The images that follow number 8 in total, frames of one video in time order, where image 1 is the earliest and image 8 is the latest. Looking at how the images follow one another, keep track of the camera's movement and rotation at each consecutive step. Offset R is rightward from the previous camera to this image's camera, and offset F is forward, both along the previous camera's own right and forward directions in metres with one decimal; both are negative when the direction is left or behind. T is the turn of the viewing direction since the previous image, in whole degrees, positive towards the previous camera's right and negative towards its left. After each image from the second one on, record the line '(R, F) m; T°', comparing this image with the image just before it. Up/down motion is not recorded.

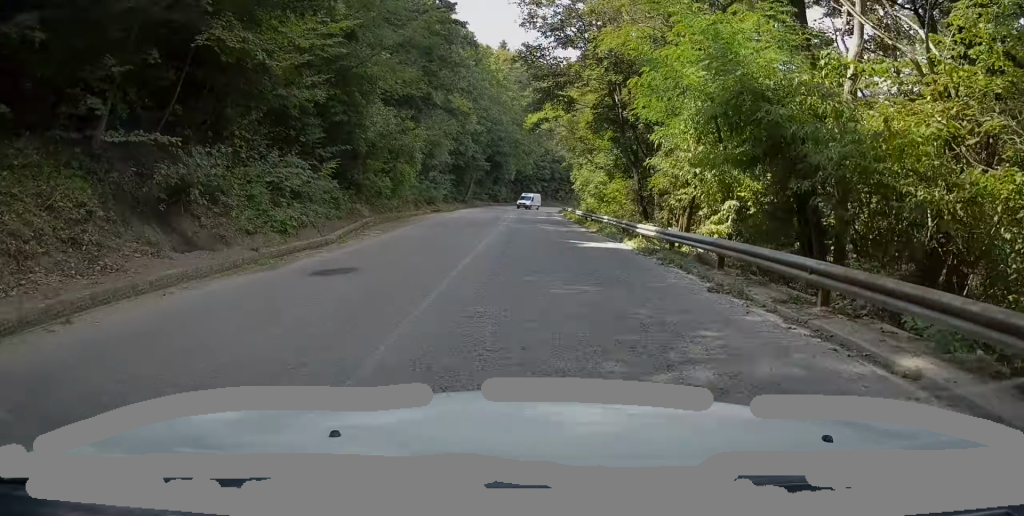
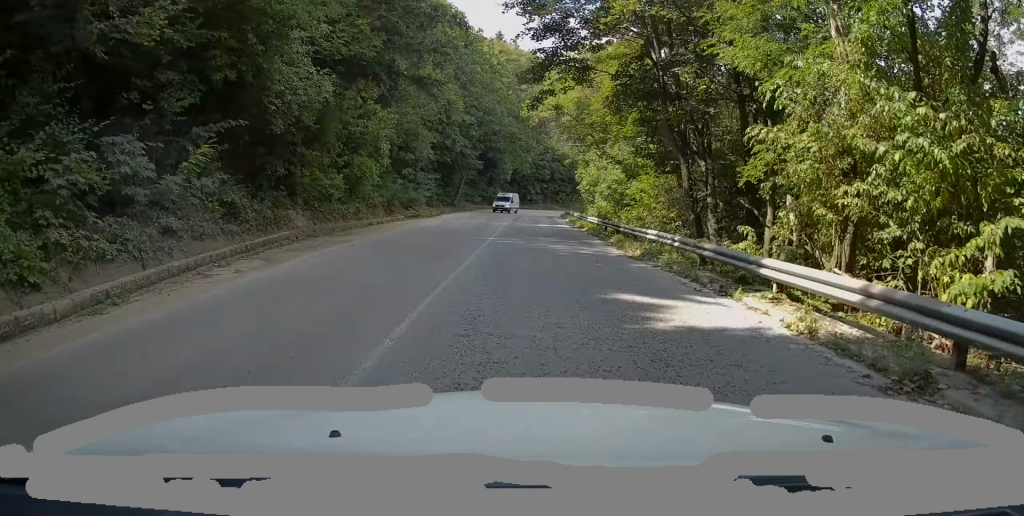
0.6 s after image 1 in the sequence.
(-0.2, +10.1) m; +2°
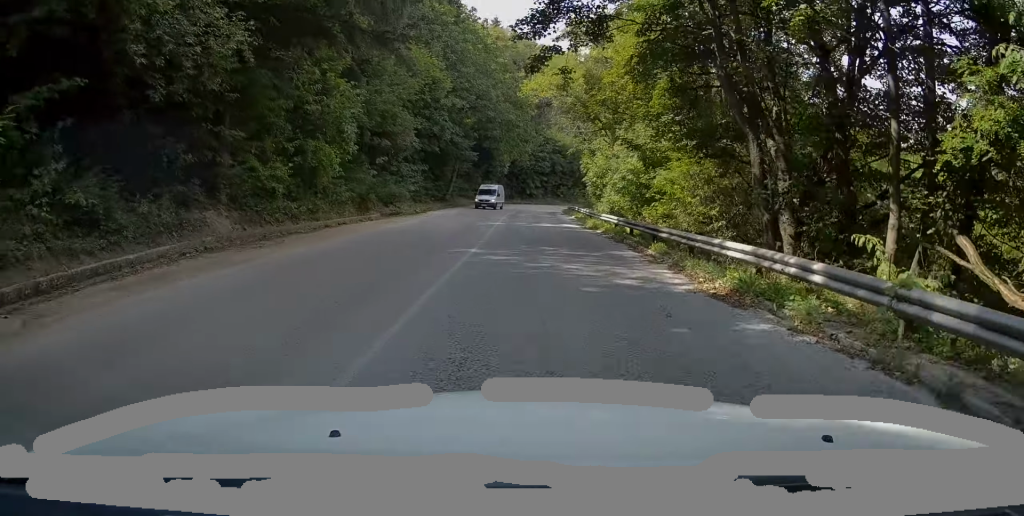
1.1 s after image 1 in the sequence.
(-0.2, +6.9) m; +2°
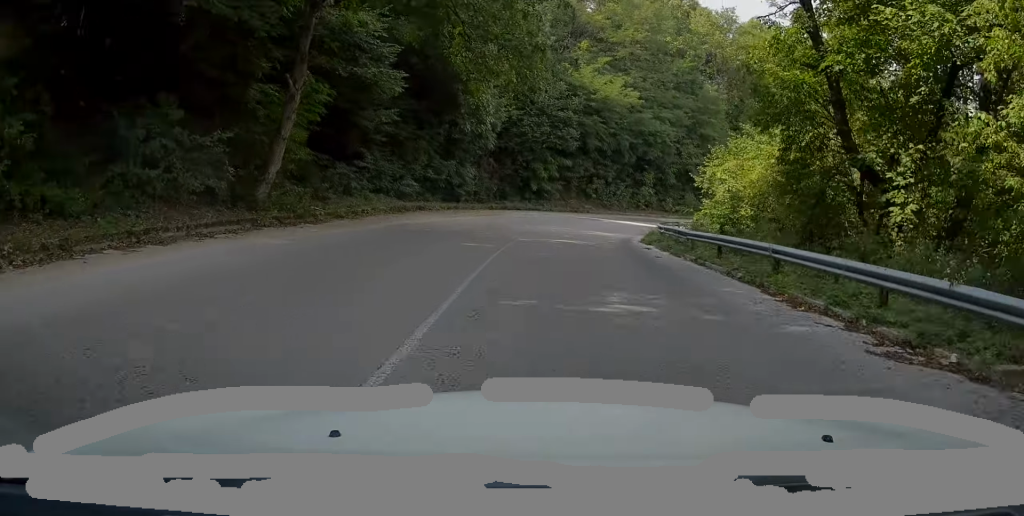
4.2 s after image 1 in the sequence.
(+1.4, +49.1) m; +1°
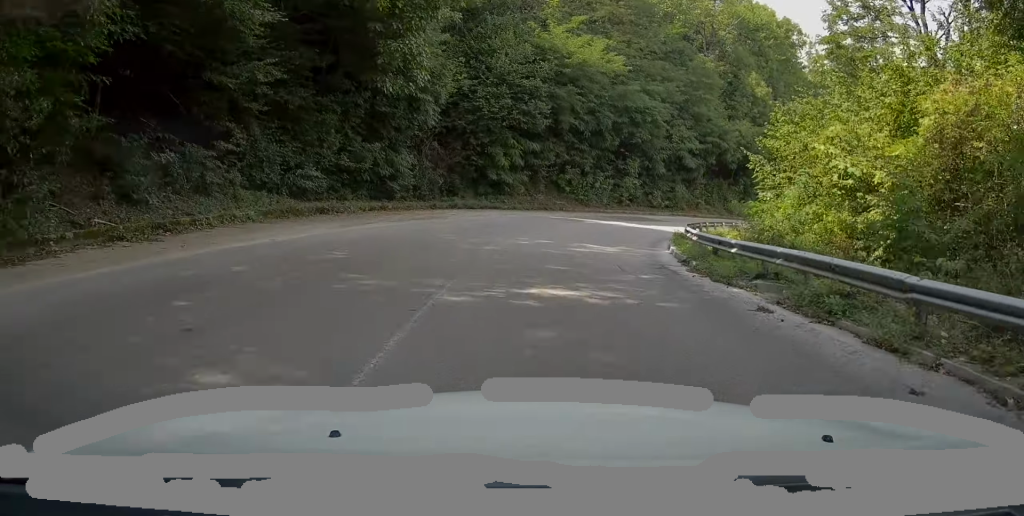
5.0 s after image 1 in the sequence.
(+0.1, +12.4) m; +5°
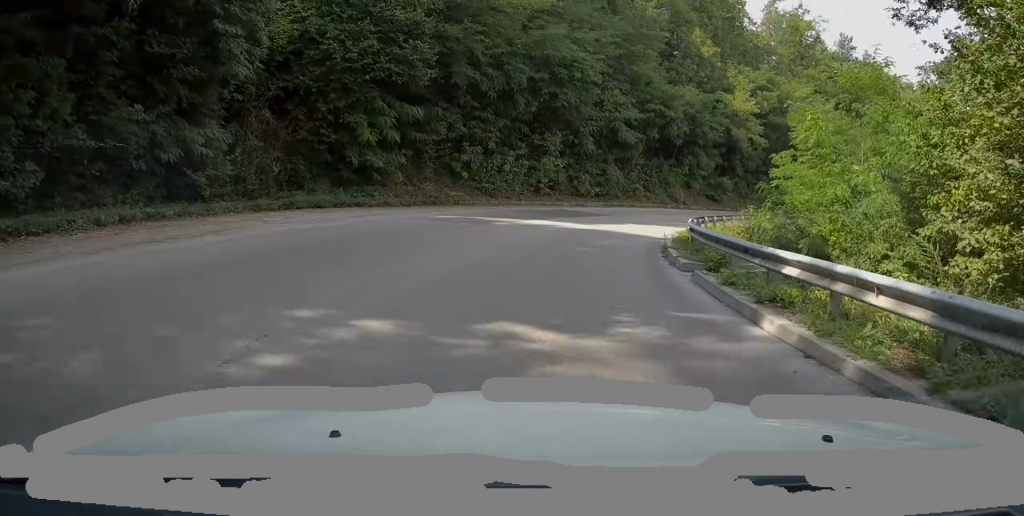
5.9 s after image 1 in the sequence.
(+1.1, +13.5) m; +9°
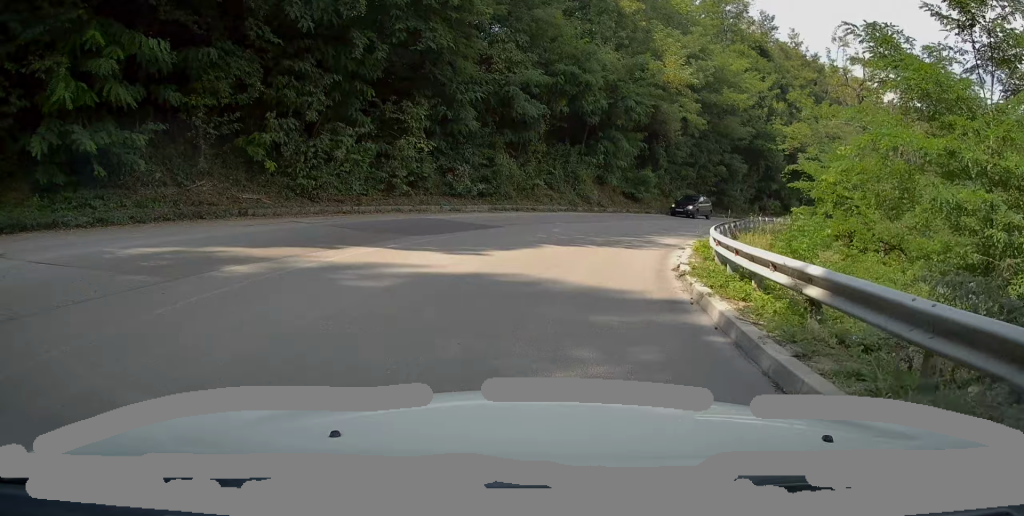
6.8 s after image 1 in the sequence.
(+1.2, +13.4) m; +11°
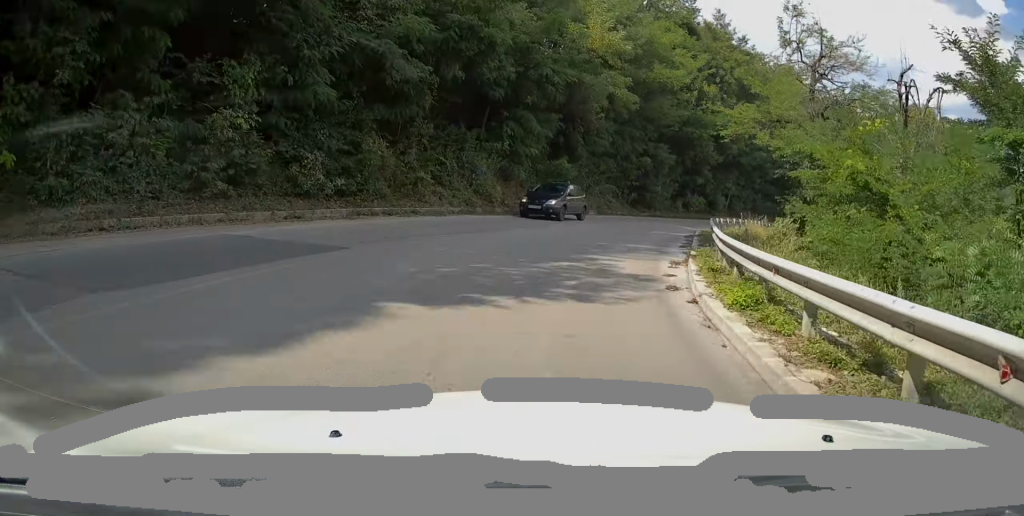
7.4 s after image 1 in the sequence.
(+0.7, +8.4) m; +7°
